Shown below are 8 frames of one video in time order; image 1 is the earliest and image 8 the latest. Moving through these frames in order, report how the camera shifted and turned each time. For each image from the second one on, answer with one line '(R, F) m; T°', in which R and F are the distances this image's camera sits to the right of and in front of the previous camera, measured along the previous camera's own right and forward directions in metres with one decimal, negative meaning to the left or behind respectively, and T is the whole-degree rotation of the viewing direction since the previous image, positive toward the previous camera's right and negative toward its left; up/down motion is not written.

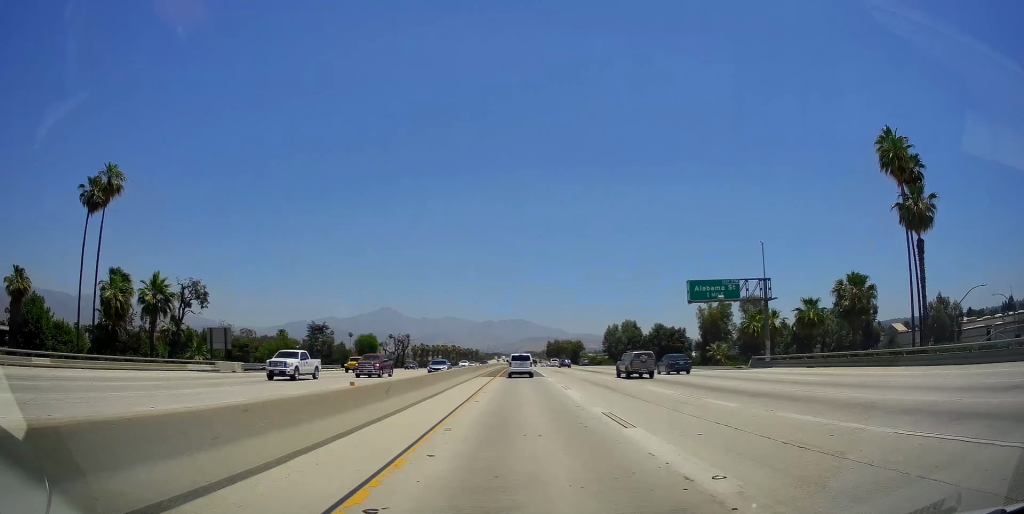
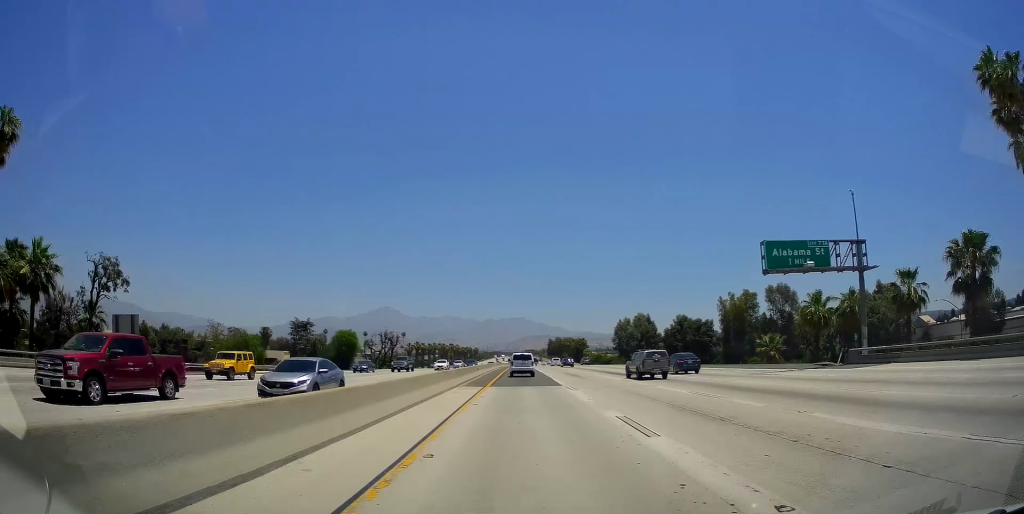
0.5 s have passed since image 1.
(0.0, +16.0) m; 0°
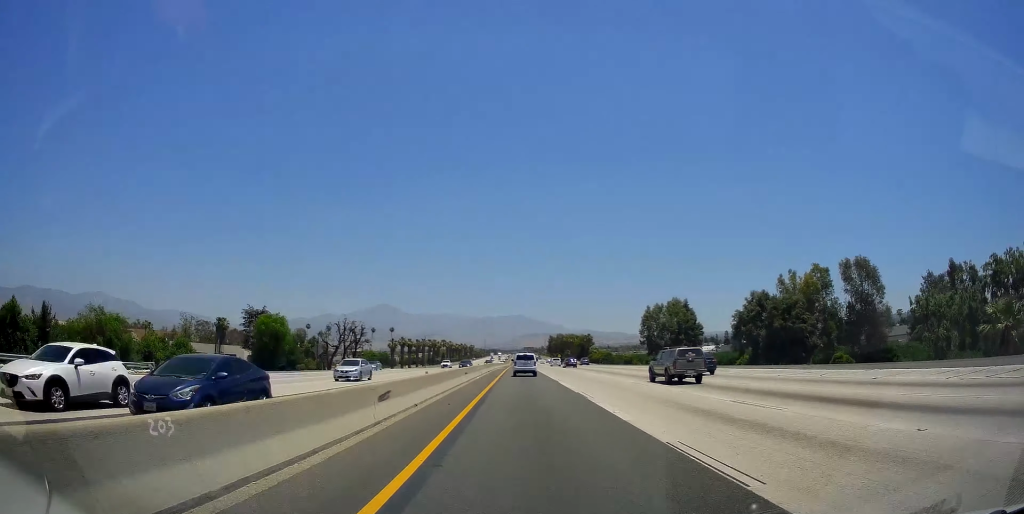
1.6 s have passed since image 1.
(0.0, +32.3) m; 0°
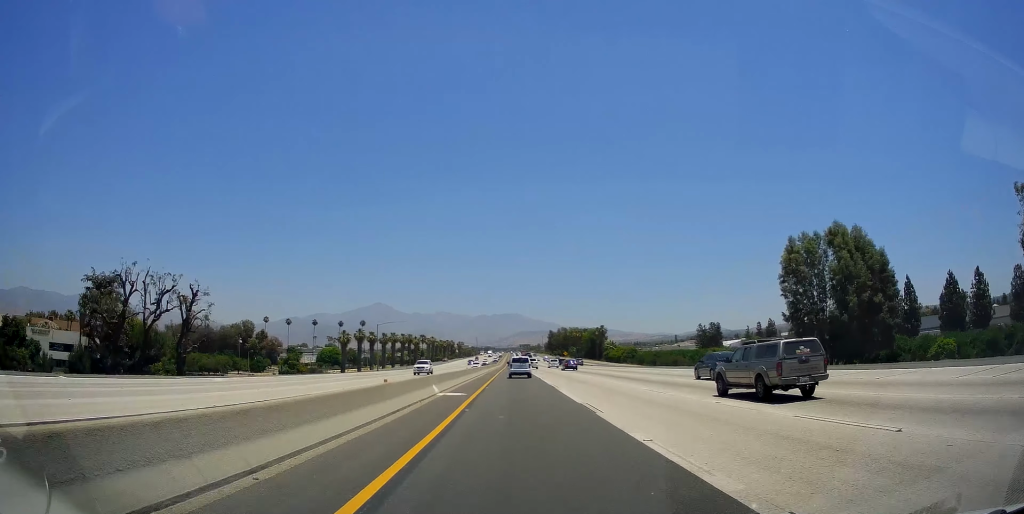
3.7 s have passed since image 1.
(0.0, +65.6) m; 0°
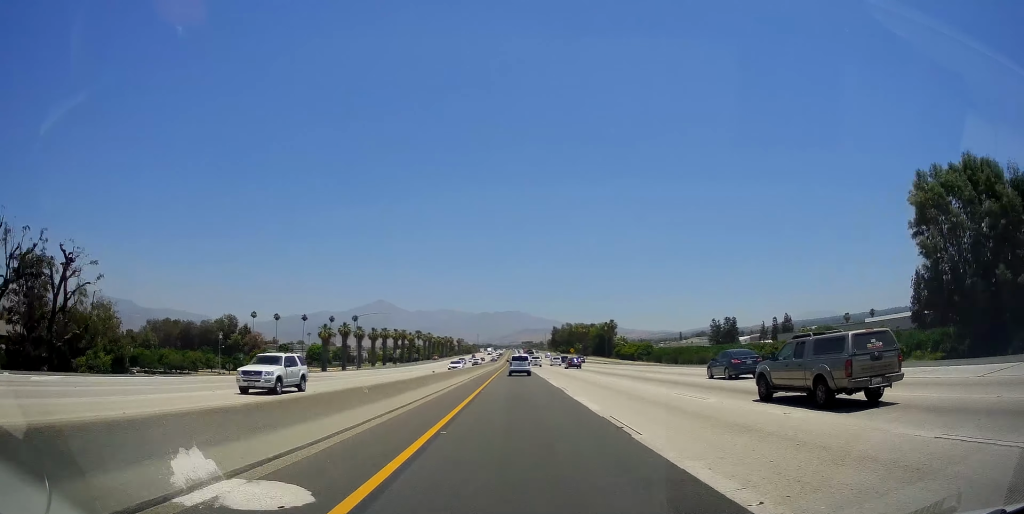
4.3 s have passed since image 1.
(0.0, +19.0) m; 0°
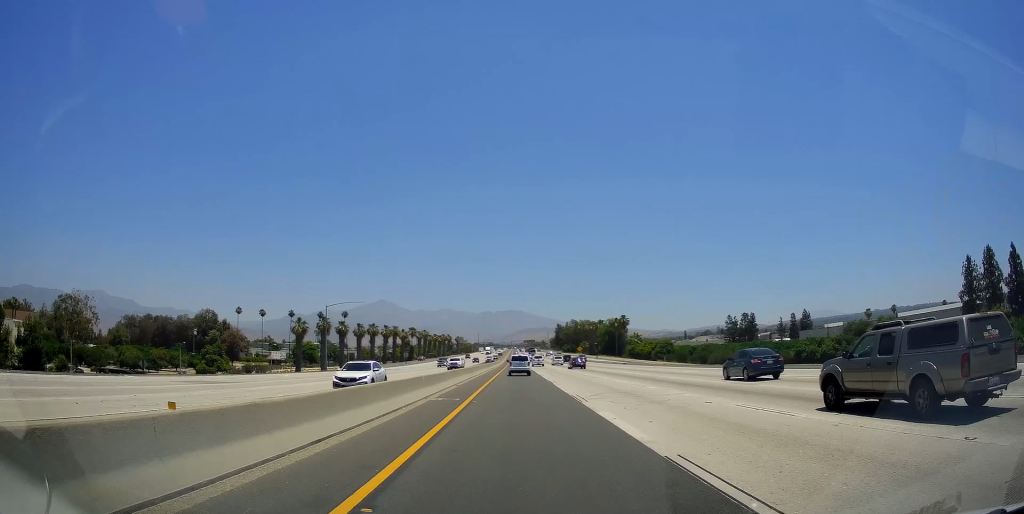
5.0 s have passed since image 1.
(0.0, +20.2) m; 0°
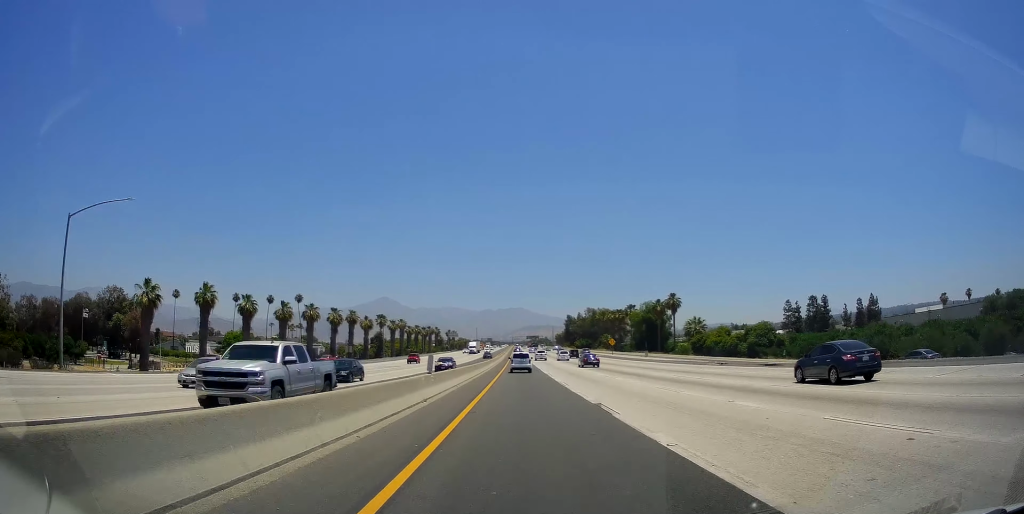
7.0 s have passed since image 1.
(0.0, +61.1) m; 0°
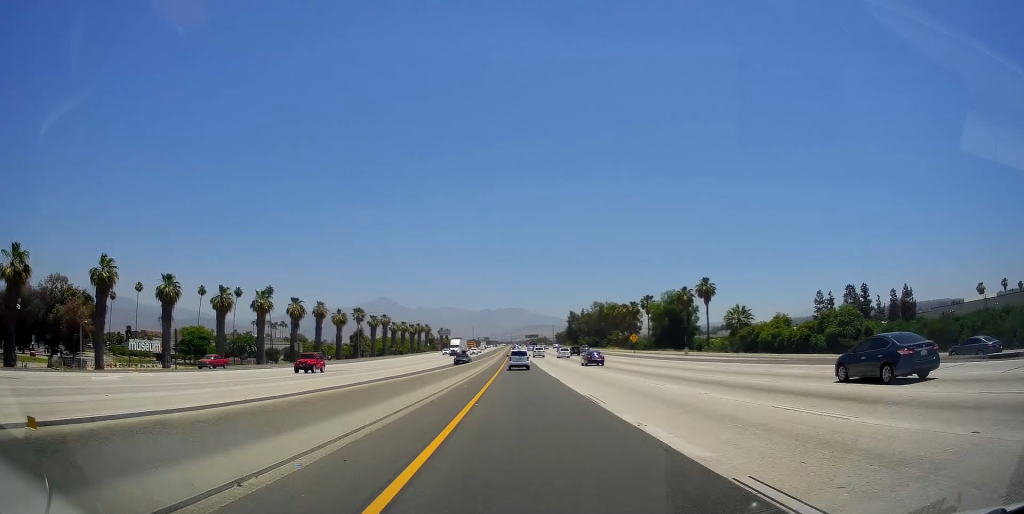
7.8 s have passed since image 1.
(0.0, +26.8) m; 0°
